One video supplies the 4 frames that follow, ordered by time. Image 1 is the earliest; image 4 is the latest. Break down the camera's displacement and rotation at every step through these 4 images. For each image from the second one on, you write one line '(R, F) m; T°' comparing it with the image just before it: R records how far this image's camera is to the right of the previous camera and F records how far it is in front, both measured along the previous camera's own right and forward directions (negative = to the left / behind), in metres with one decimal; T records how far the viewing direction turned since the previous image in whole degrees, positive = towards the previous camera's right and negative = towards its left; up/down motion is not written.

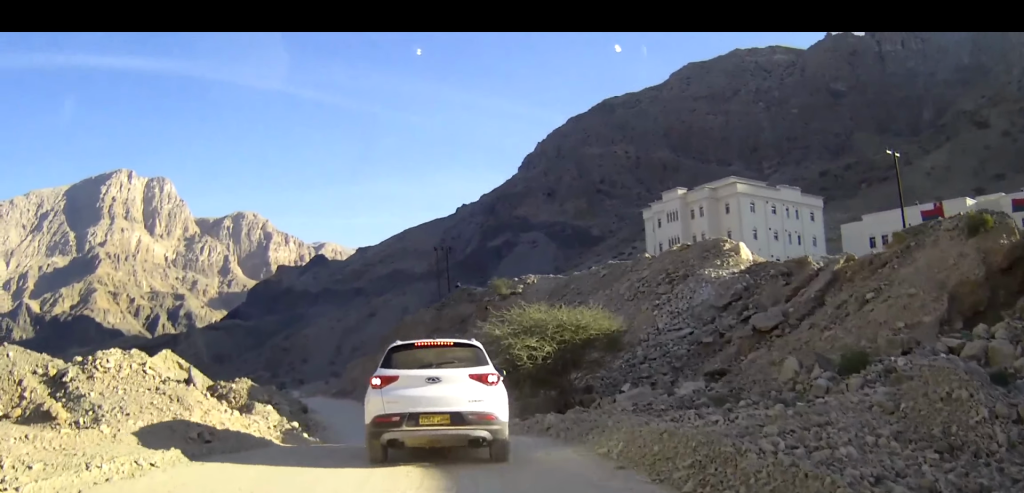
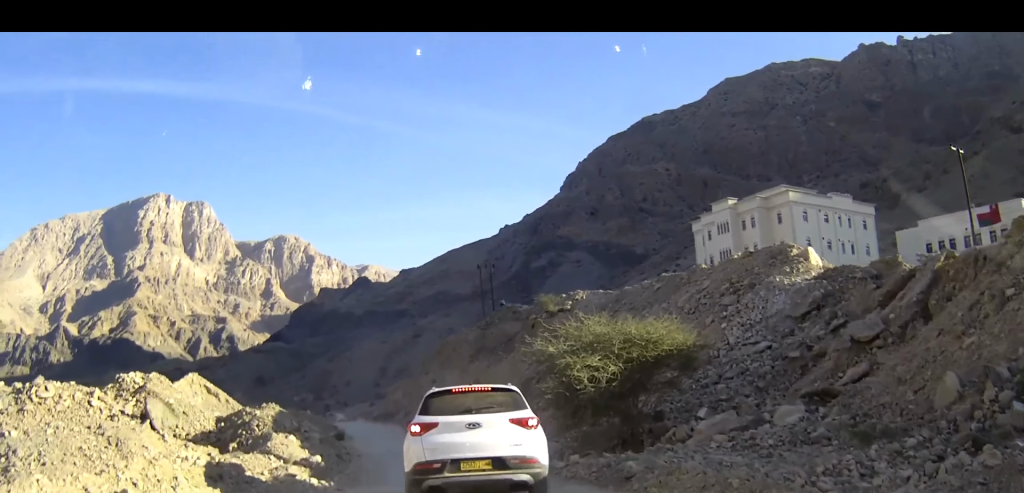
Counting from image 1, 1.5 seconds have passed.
(-0.1, +4.2) m; -2°
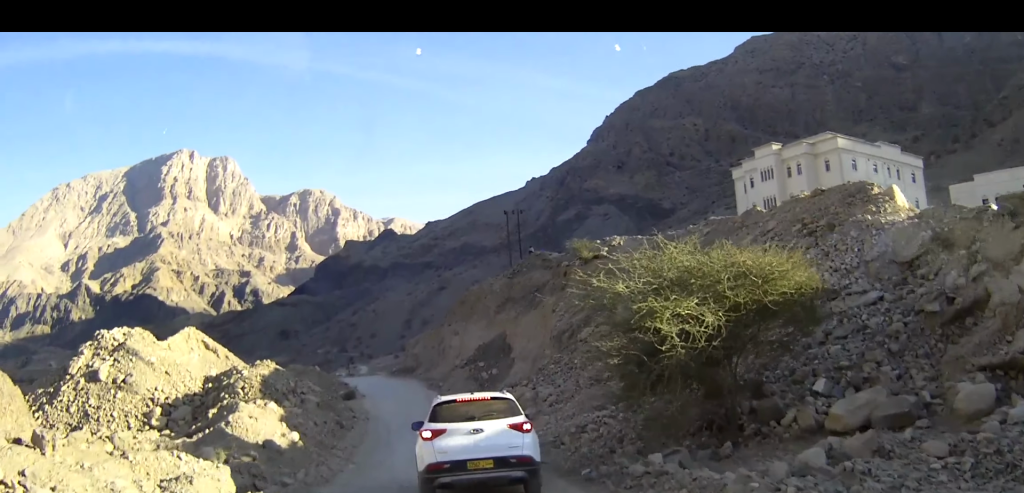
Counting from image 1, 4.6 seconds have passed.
(-0.3, +6.3) m; -4°
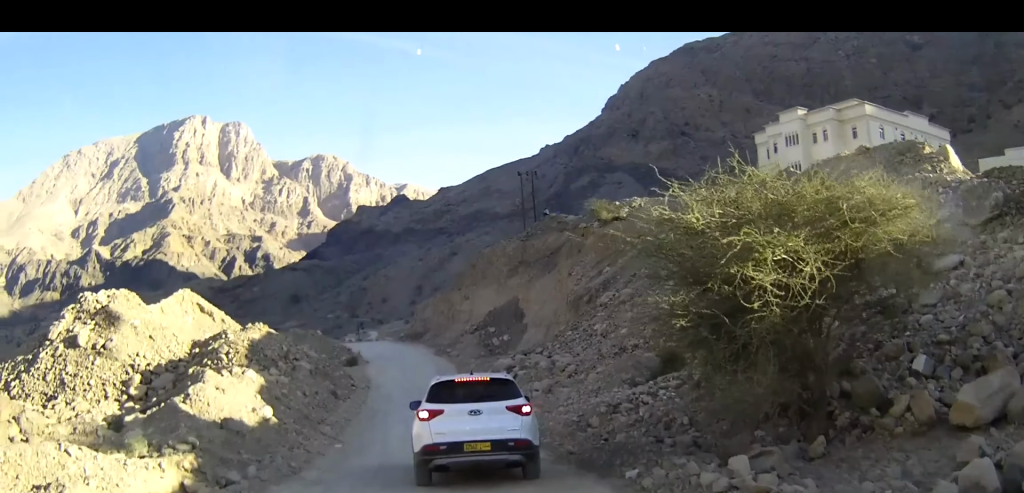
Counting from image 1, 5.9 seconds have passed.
(0.0, +3.2) m; -1°
